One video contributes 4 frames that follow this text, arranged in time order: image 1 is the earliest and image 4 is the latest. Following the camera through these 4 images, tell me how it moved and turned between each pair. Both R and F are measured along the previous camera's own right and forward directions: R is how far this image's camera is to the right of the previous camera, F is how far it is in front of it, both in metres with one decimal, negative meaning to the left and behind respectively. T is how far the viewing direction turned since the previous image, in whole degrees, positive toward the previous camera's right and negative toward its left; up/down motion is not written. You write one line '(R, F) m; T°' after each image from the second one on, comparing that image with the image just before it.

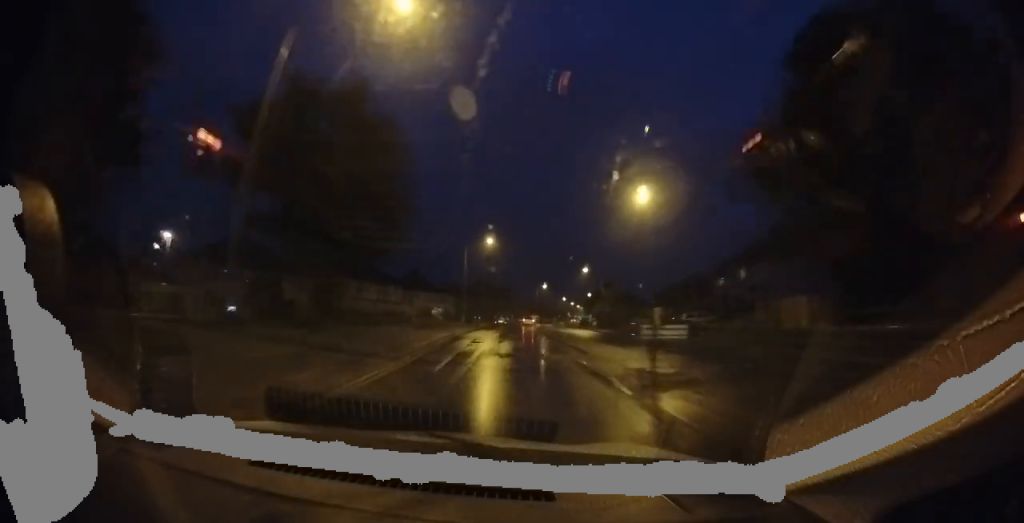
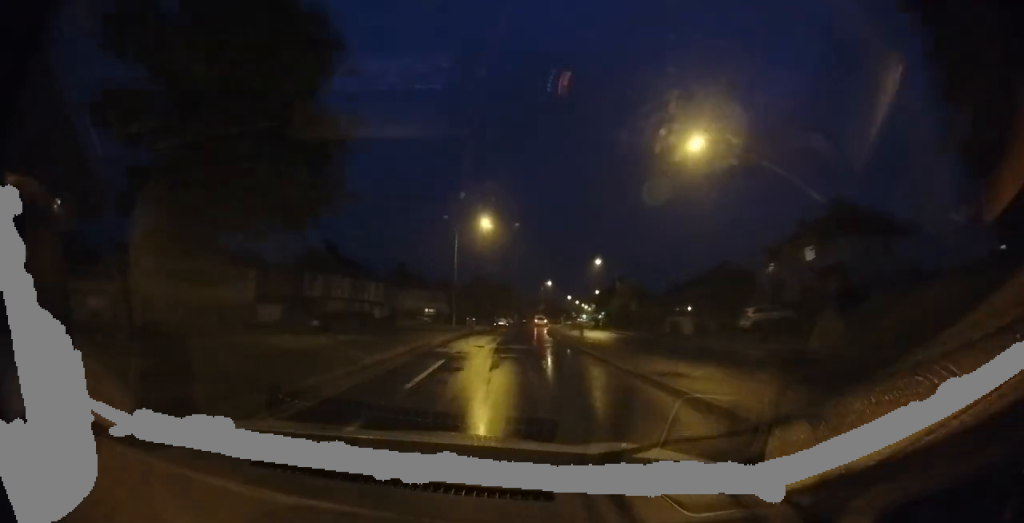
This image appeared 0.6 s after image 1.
(+0.1, +7.9) m; +1°
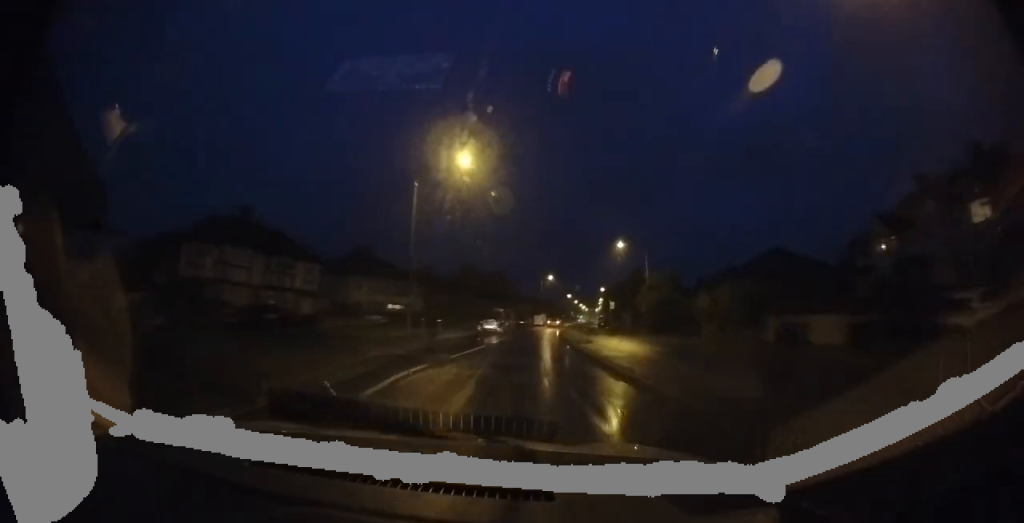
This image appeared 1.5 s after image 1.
(+0.1, +13.5) m; +1°
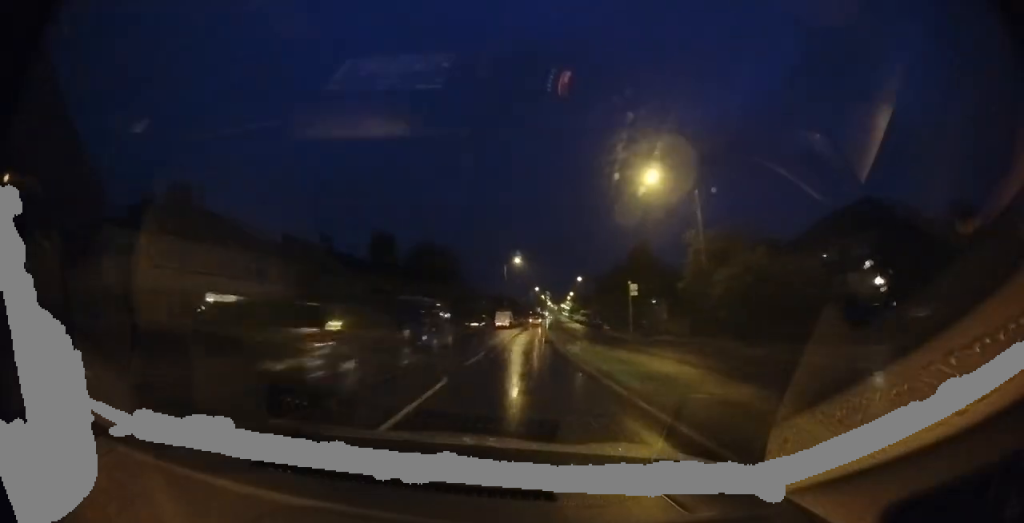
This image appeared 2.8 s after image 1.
(+0.3, +19.7) m; +6°
